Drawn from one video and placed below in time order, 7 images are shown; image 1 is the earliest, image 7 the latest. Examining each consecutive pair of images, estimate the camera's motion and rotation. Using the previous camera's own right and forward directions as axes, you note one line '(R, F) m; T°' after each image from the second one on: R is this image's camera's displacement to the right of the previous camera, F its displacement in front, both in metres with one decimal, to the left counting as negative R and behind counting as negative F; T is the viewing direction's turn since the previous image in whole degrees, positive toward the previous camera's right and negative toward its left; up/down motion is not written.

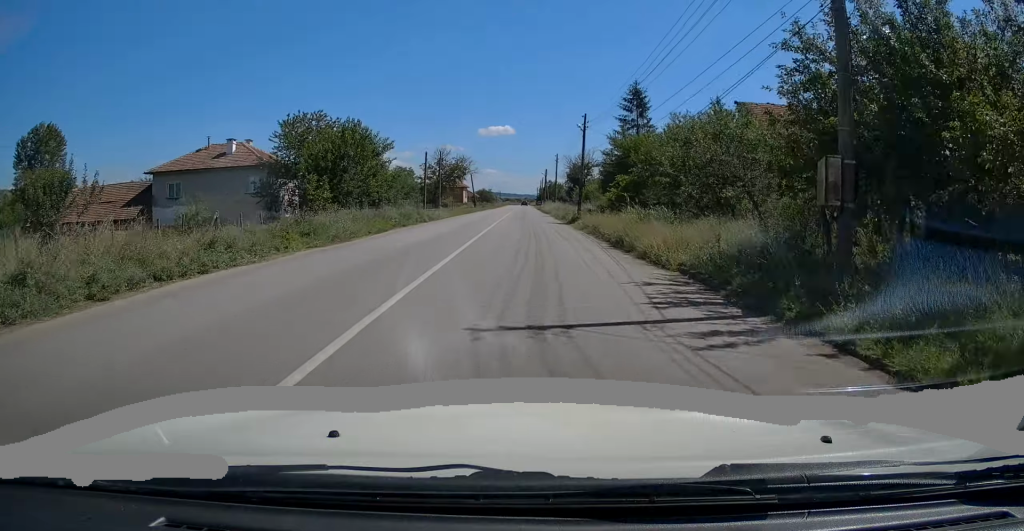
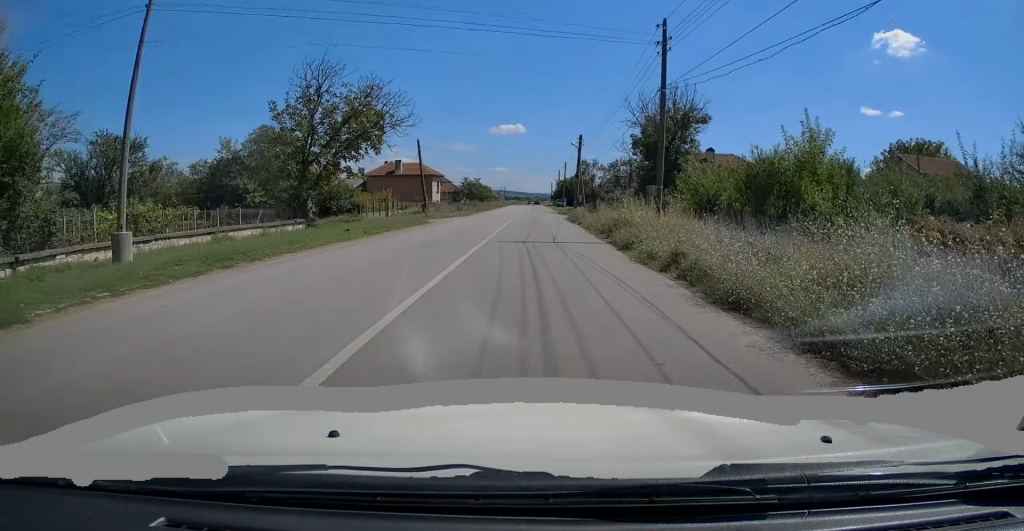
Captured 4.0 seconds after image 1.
(+0.1, +58.7) m; 0°
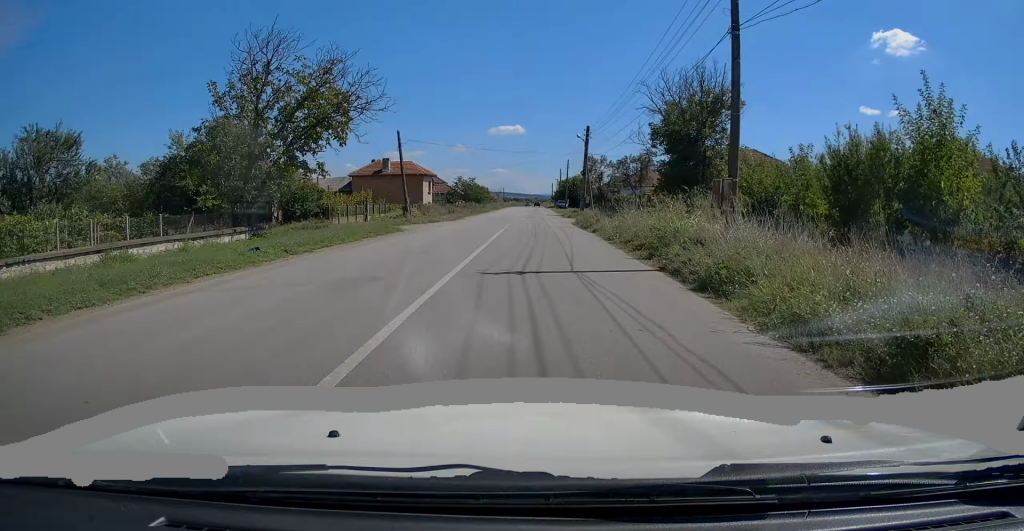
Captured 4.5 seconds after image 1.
(+0.1, +7.3) m; 0°
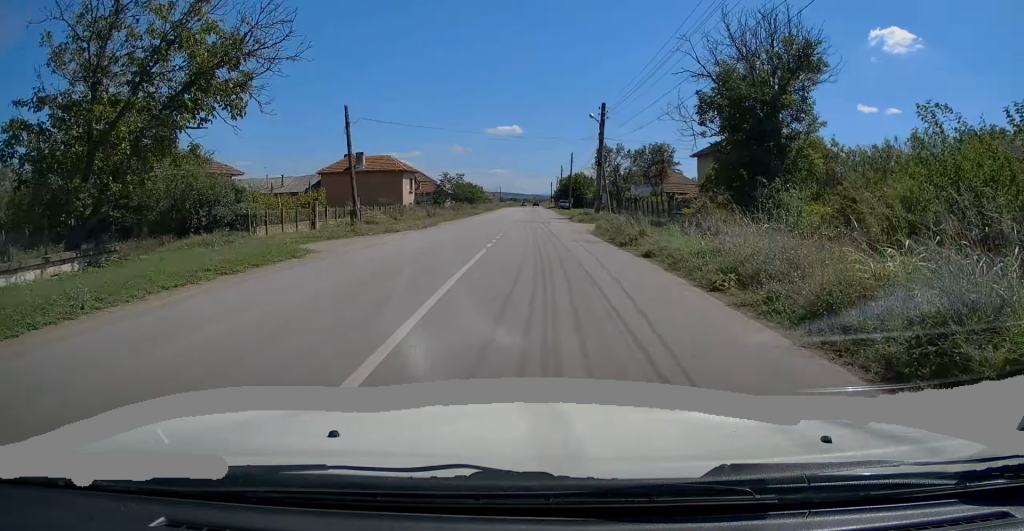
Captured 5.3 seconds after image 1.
(+0.2, +11.6) m; 0°
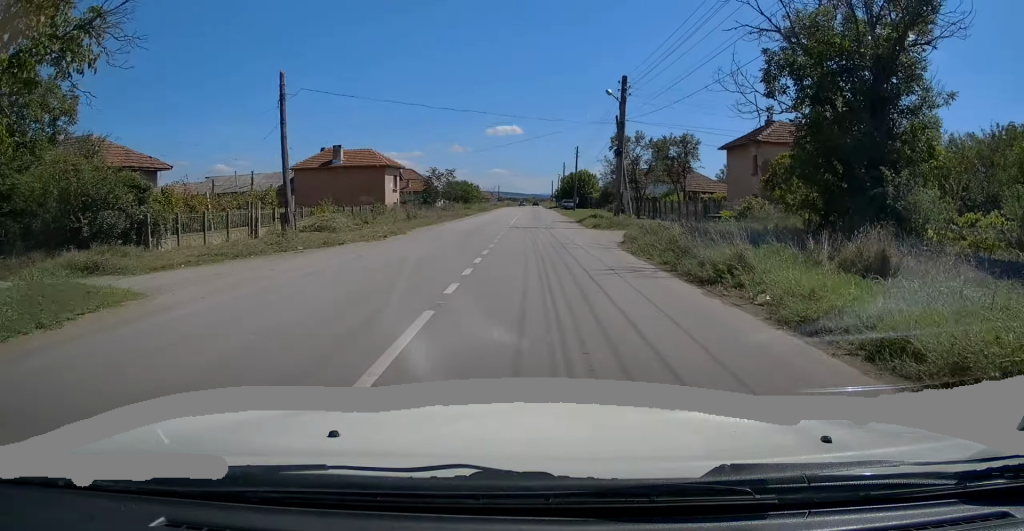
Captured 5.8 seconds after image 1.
(-0.1, +8.2) m; 0°
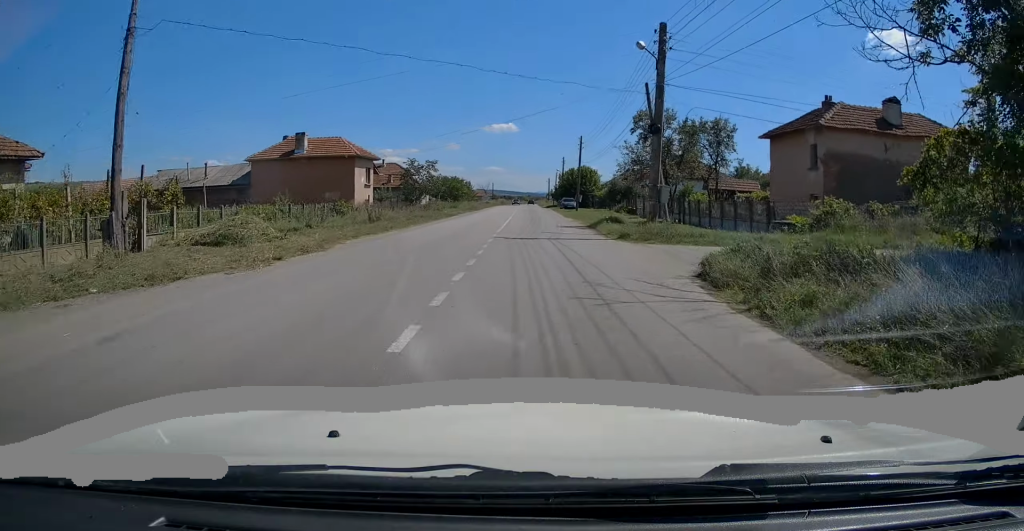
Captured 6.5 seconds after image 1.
(0.0, +9.1) m; 0°
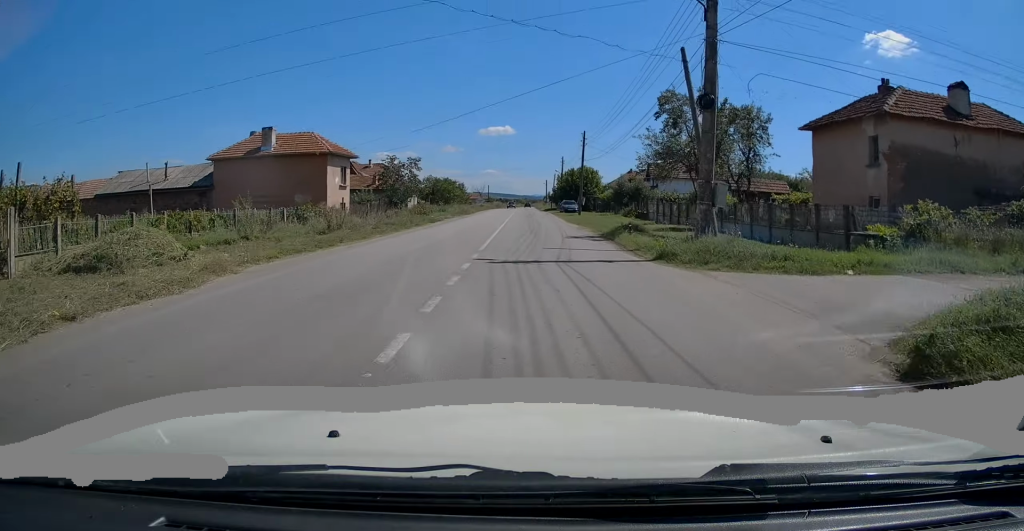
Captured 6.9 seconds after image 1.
(0.0, +6.2) m; 0°
